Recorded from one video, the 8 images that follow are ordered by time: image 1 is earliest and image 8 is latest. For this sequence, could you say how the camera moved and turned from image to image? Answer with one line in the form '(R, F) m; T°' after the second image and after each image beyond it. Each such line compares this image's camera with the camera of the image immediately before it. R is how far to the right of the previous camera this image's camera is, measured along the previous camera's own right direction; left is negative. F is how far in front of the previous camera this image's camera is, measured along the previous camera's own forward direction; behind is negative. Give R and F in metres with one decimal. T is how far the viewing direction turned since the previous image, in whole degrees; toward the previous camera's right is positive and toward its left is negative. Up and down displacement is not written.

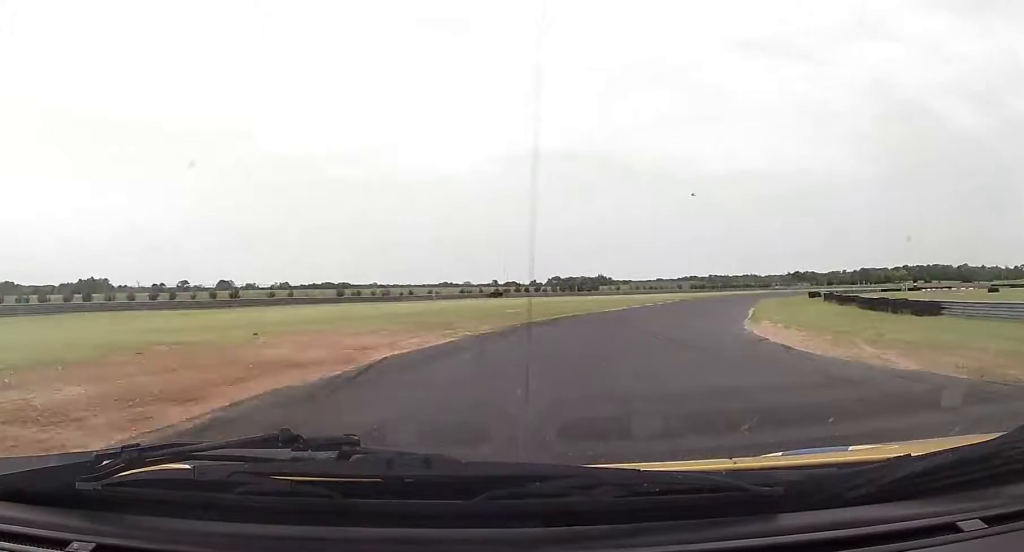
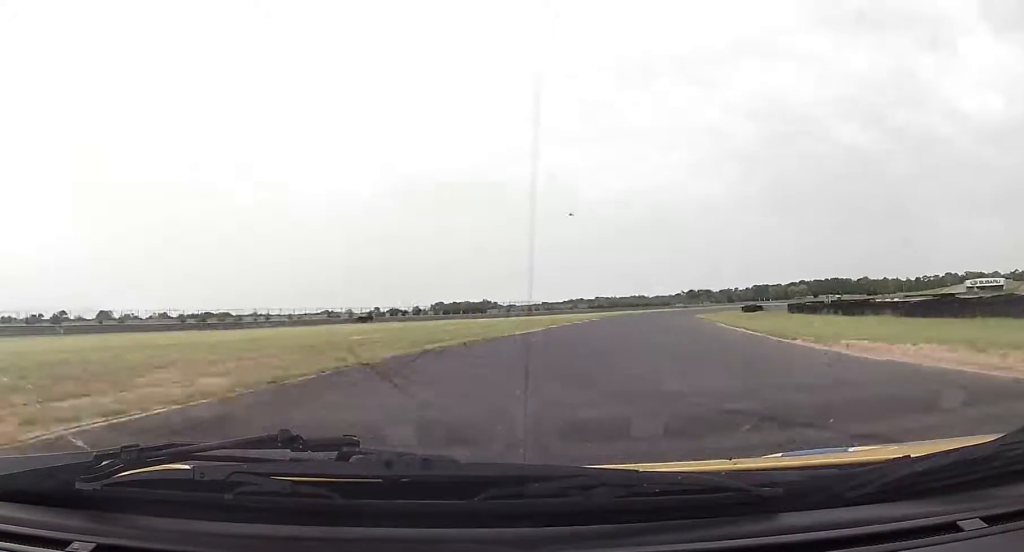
(+2.0, +21.8) m; +10°
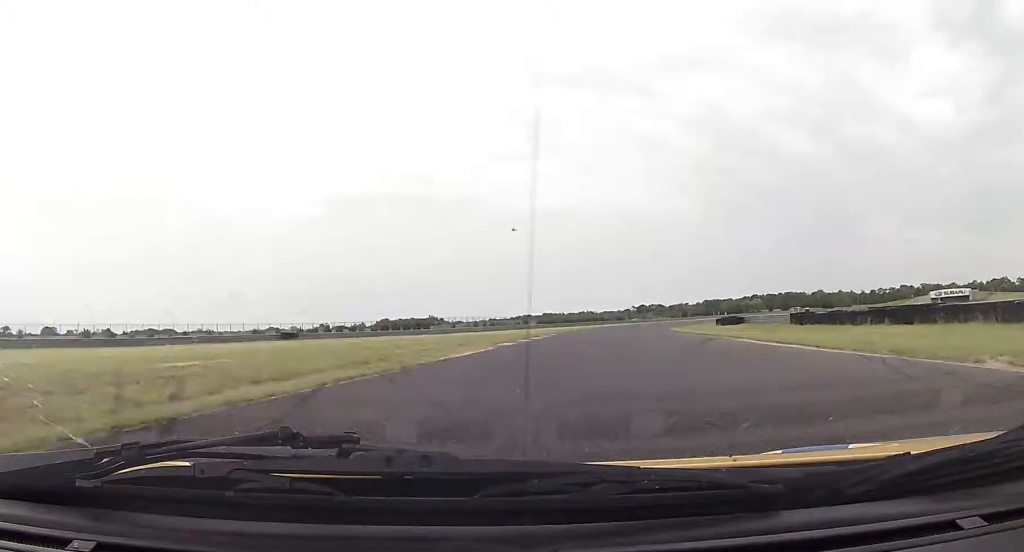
(+0.6, +12.9) m; +5°
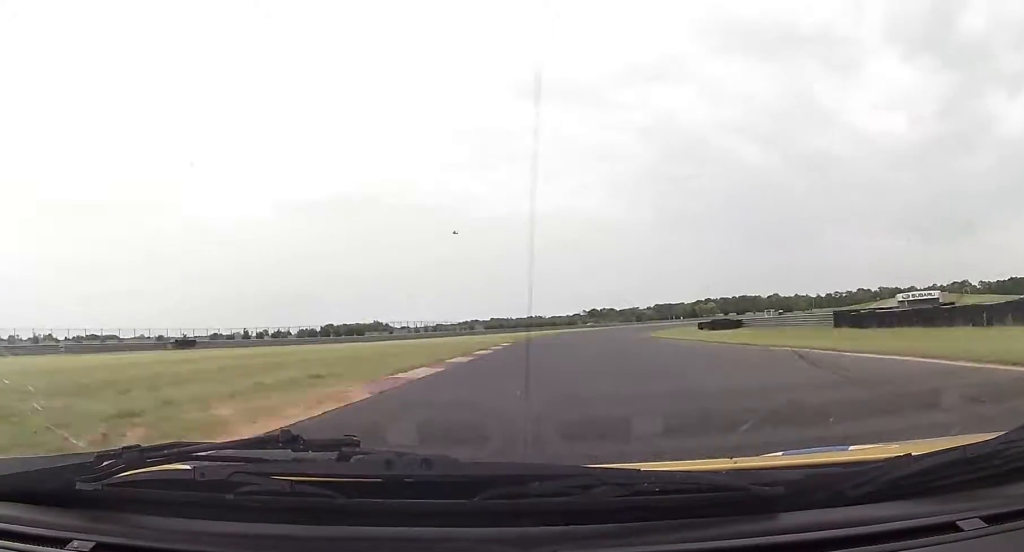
(+0.8, +16.5) m; +5°
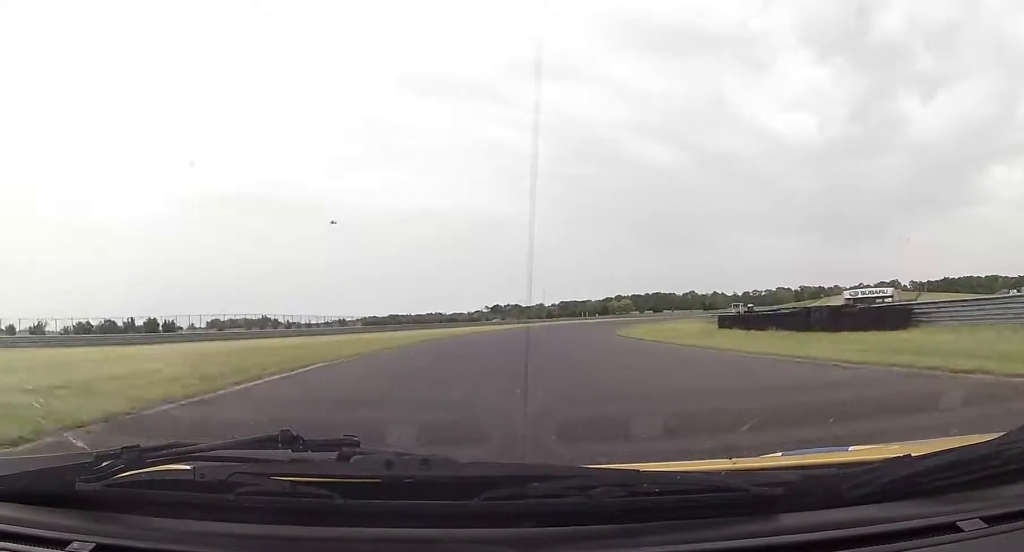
(+4.0, +42.9) m; +8°
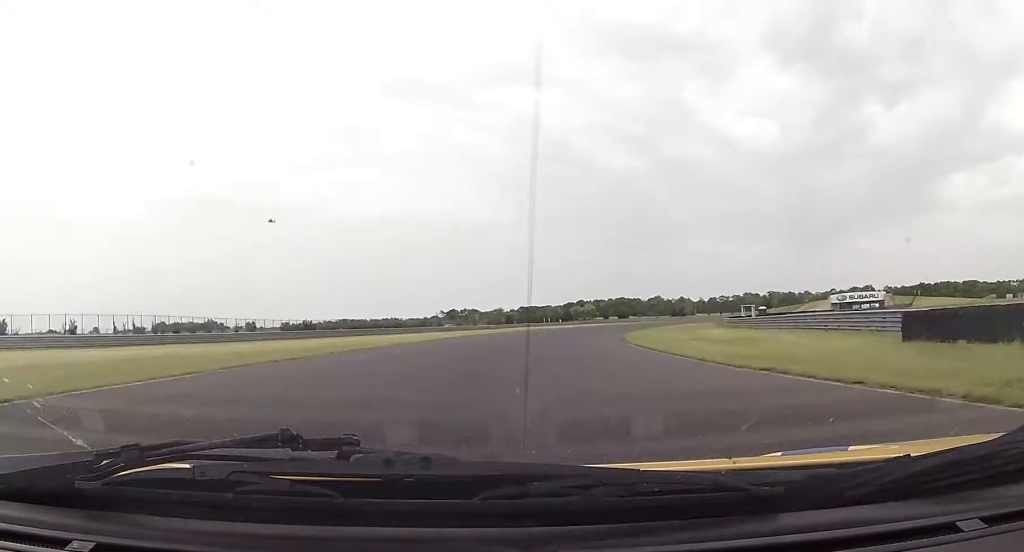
(+0.6, +27.5) m; +4°
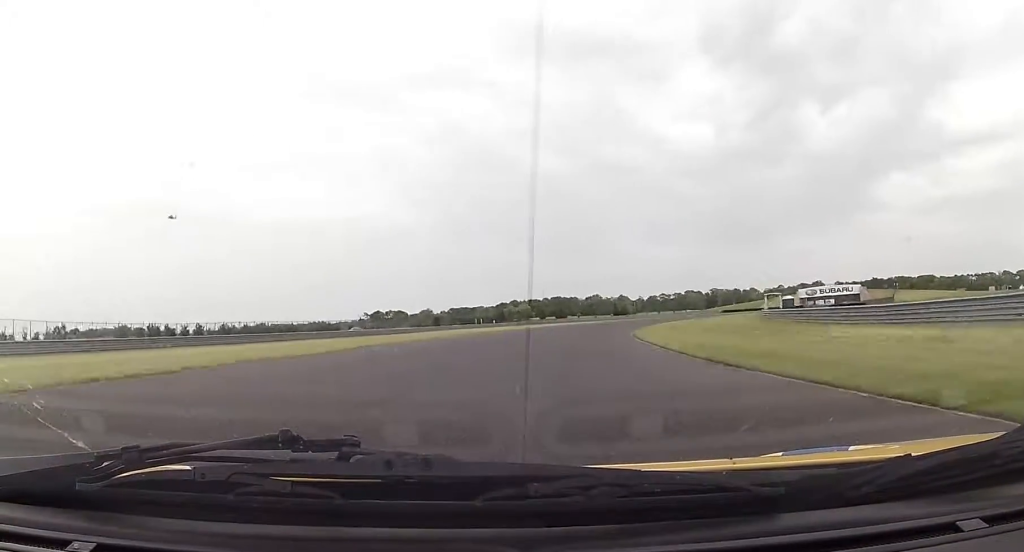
(+1.8, +34.0) m; +5°
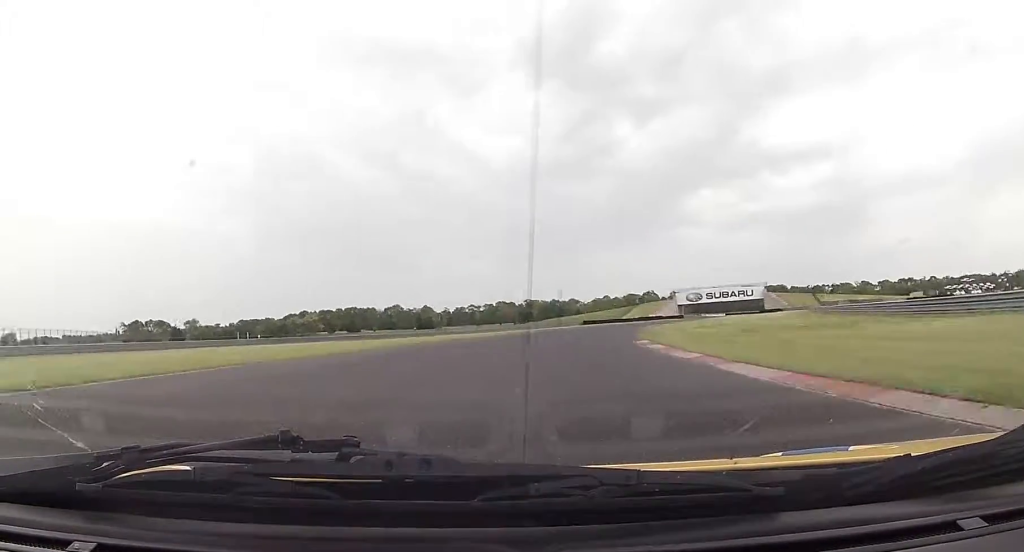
(+7.3, +73.8) m; +14°
